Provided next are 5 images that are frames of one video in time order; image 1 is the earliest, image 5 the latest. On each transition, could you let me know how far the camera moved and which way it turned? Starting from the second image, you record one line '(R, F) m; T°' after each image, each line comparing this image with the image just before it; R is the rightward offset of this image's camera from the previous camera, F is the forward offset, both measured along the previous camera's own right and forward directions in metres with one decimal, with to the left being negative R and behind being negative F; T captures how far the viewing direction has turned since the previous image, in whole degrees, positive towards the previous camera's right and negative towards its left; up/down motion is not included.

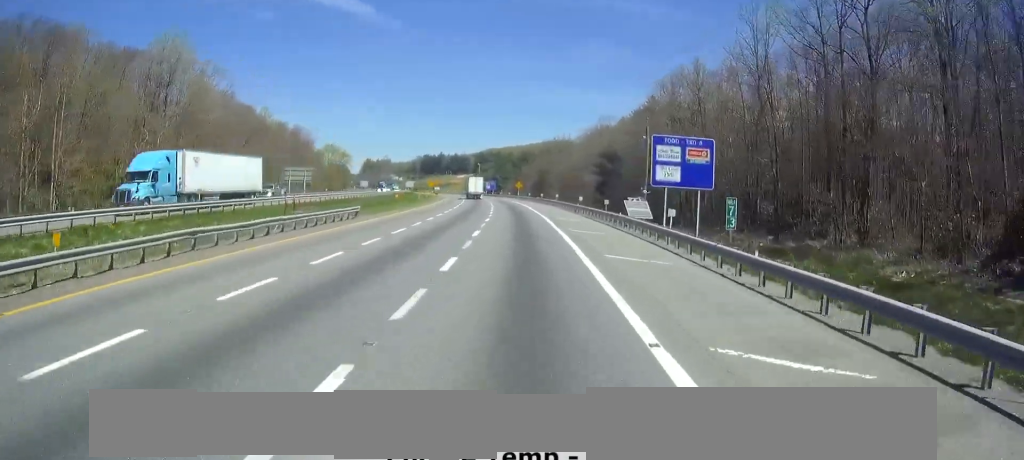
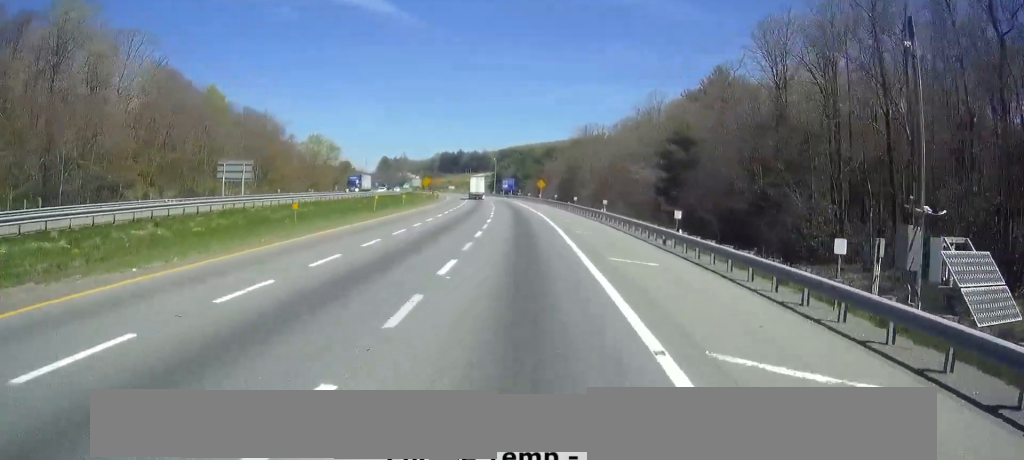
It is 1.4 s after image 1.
(-0.6, +37.4) m; -2°
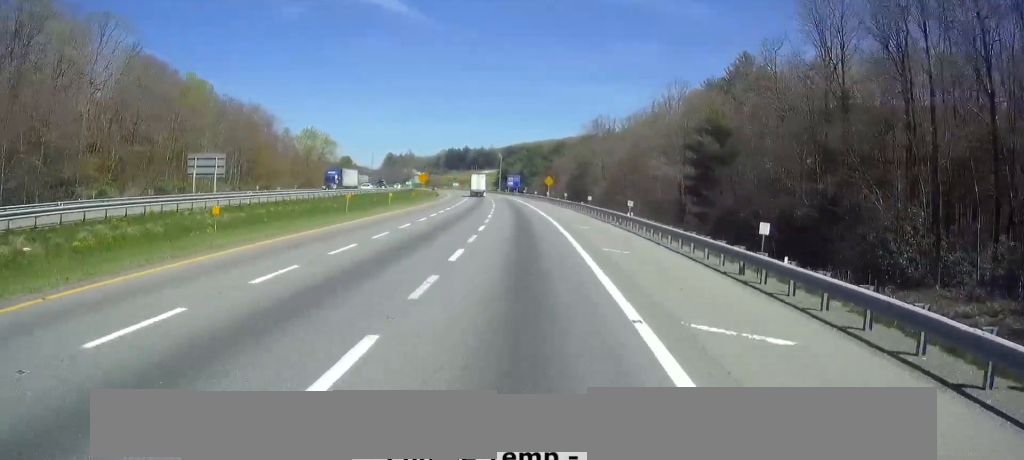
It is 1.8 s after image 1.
(0.0, +10.6) m; -1°
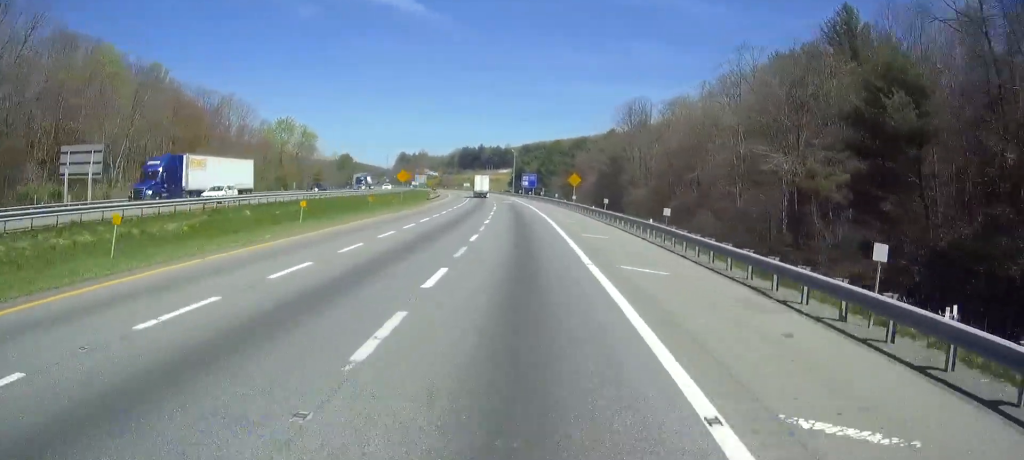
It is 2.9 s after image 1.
(-0.6, +29.6) m; -2°
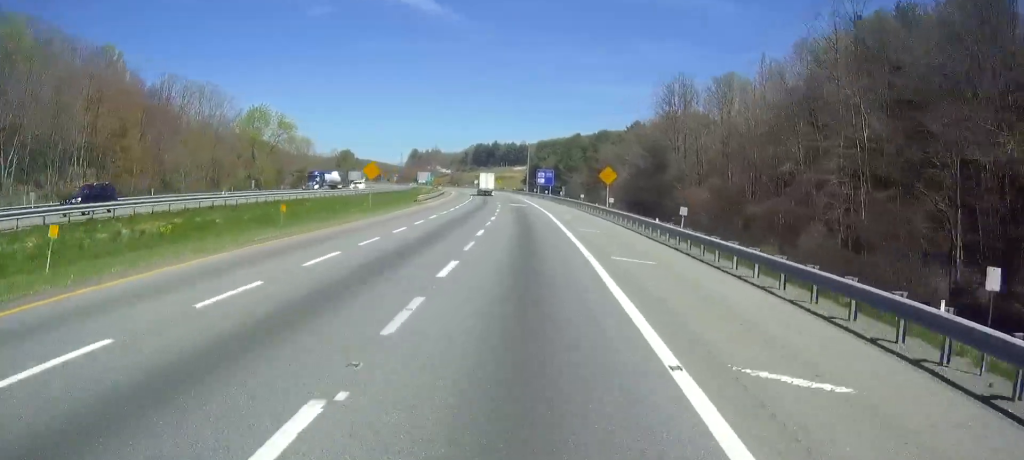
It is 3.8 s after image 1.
(-0.2, +22.7) m; -1°
